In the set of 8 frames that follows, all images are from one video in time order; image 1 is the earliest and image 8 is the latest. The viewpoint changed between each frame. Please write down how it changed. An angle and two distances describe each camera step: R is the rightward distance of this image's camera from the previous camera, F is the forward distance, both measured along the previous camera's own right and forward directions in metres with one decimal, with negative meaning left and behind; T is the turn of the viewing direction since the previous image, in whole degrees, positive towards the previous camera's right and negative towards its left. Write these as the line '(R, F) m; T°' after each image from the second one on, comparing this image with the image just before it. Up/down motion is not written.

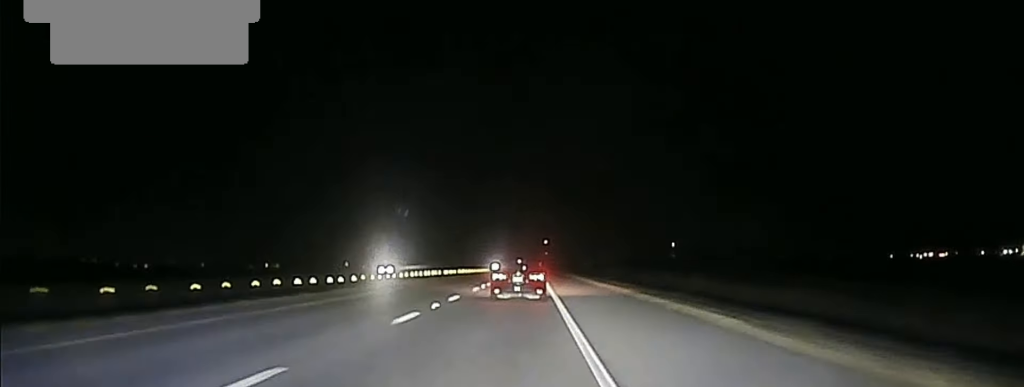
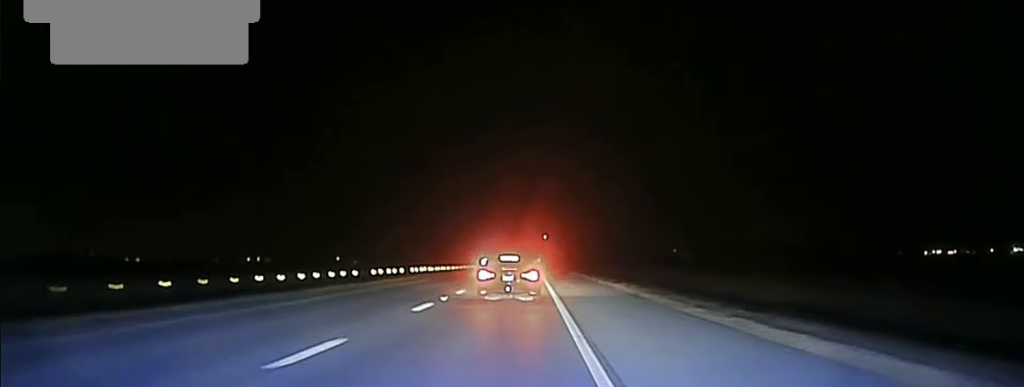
(0.0, +57.4) m; 0°
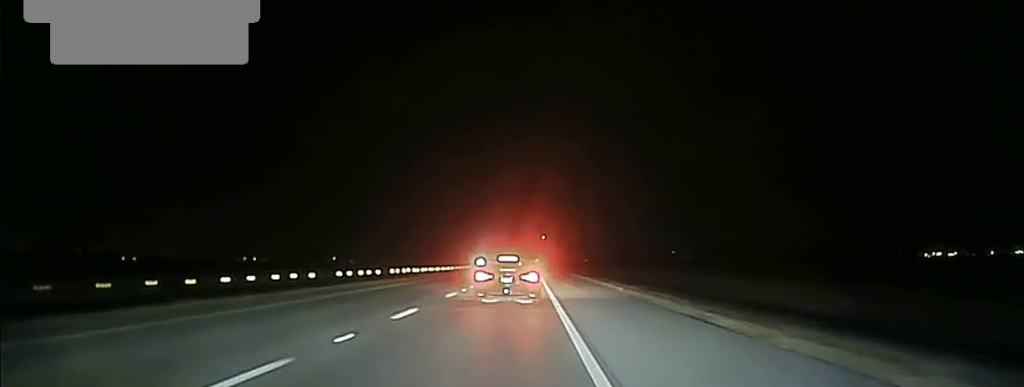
(0.0, +13.3) m; 0°
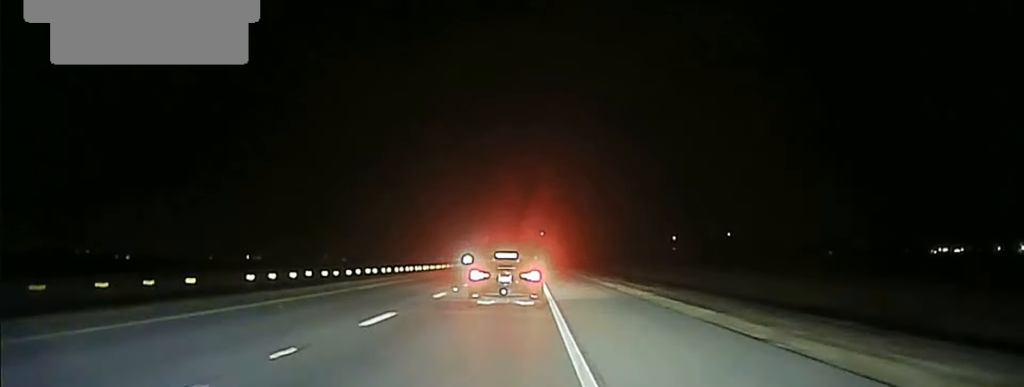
(-0.3, +47.7) m; 0°
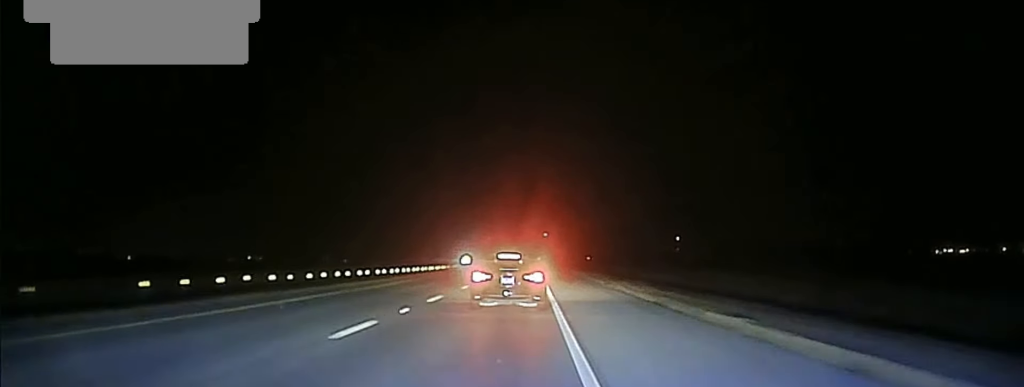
(+0.1, +15.2) m; 0°
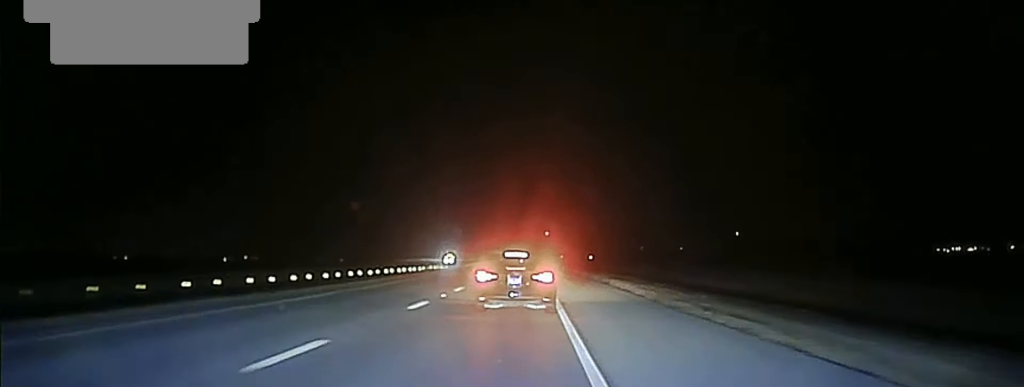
(+0.2, +43.3) m; 0°
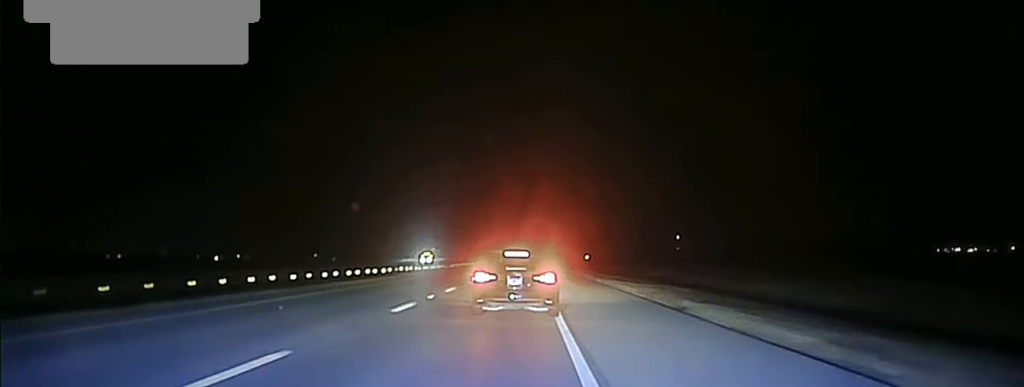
(0.0, +22.7) m; 0°
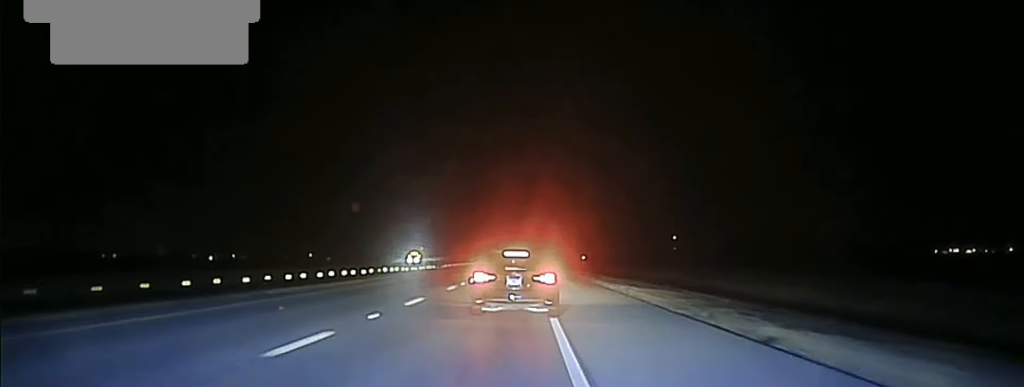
(0.0, +8.3) m; 0°
